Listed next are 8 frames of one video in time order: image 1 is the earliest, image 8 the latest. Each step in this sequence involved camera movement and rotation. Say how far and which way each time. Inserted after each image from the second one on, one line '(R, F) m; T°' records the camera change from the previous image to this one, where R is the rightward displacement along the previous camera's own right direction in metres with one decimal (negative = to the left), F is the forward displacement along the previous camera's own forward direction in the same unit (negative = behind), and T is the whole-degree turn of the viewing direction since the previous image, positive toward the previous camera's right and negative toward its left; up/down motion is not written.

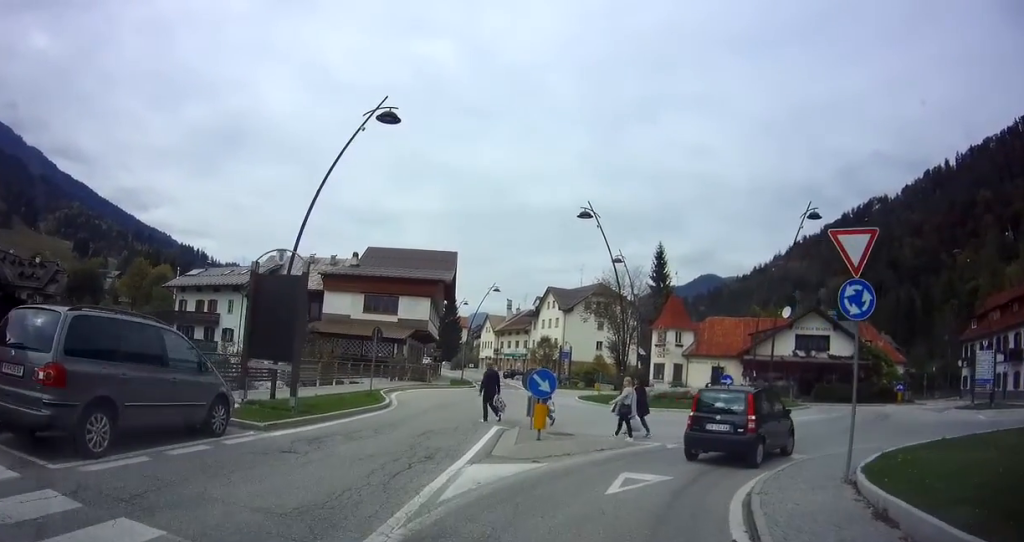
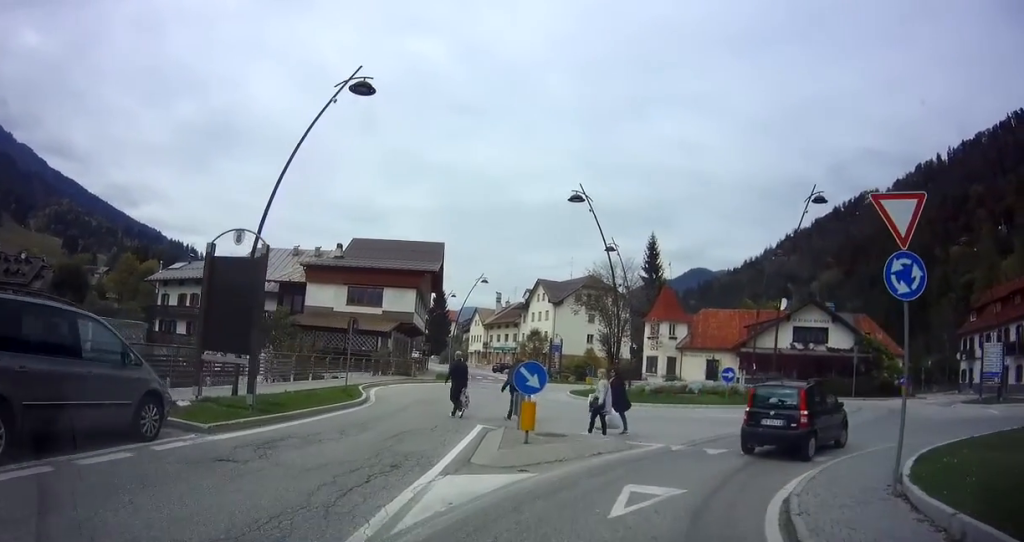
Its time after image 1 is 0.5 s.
(0.0, +1.5) m; +5°
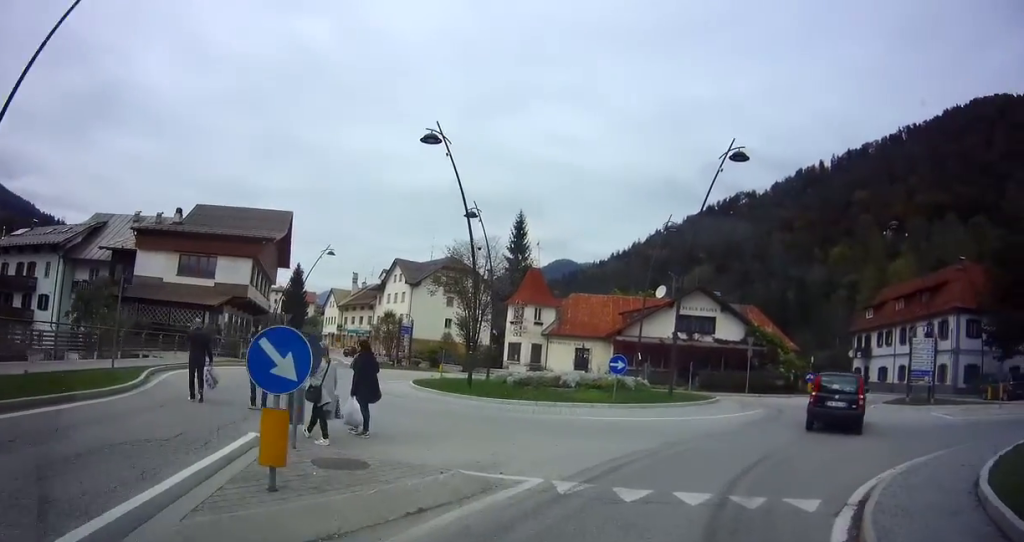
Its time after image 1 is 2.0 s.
(+1.2, +5.0) m; +30°
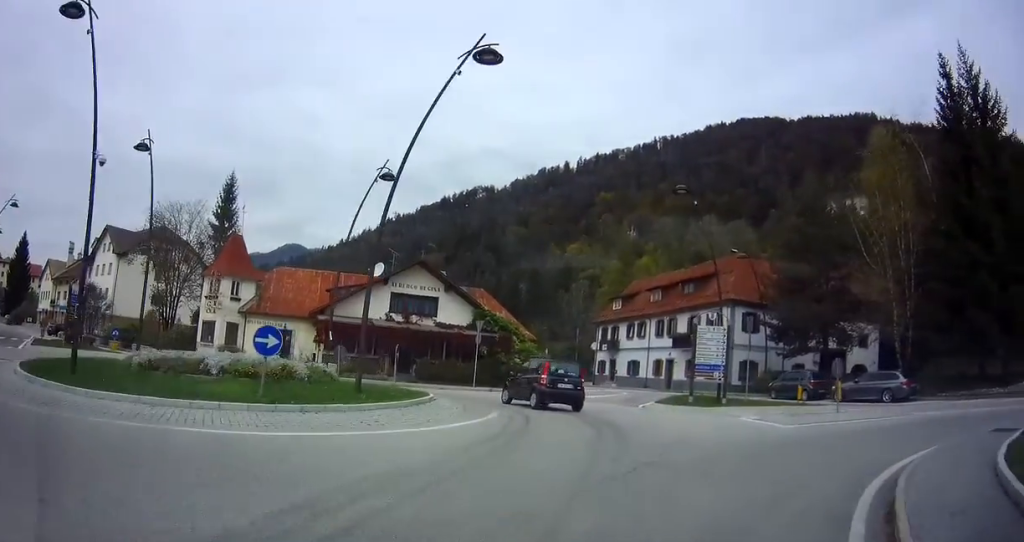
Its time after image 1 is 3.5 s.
(+1.2, +6.2) m; +15°
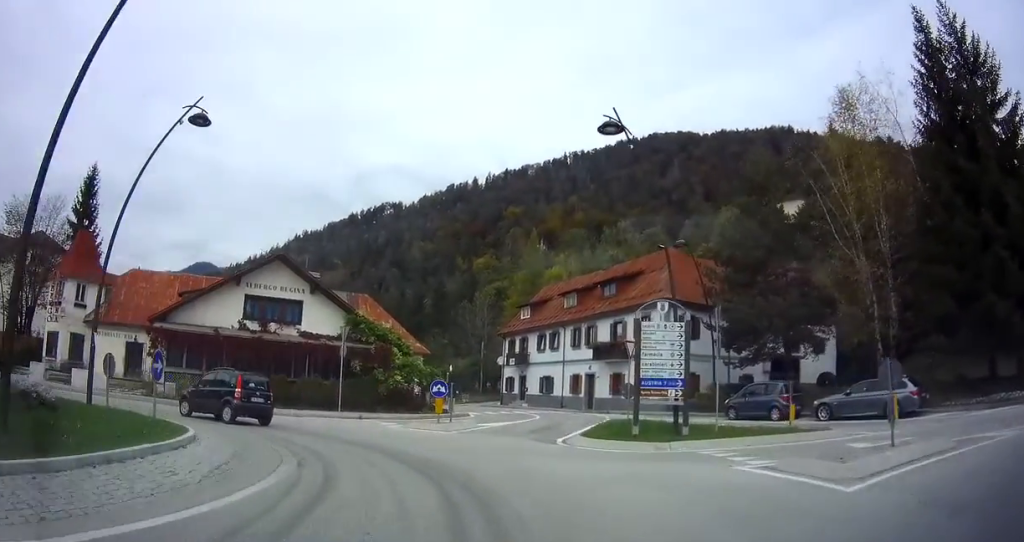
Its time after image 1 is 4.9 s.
(-0.1, +7.1) m; -12°
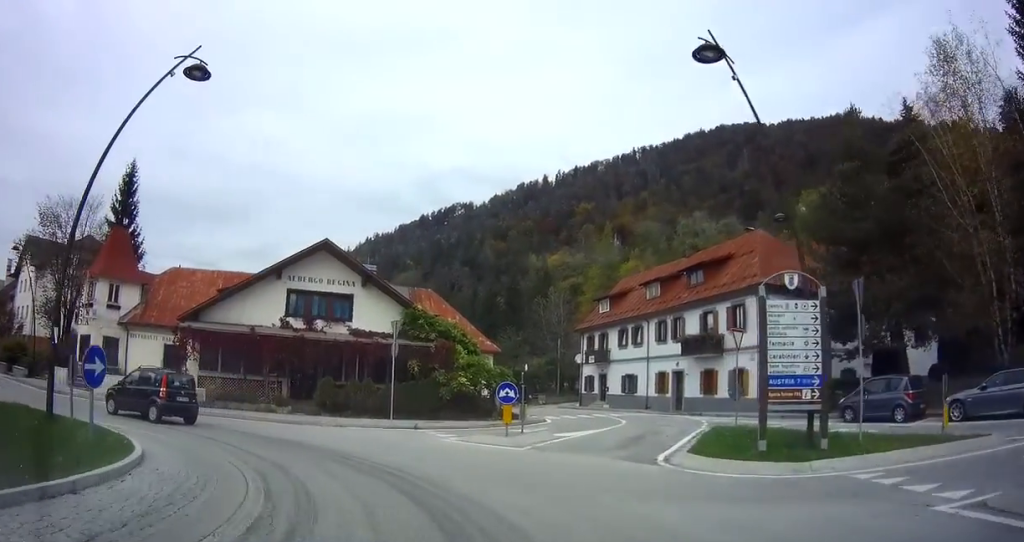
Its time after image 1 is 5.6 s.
(-0.6, +3.4) m; -12°
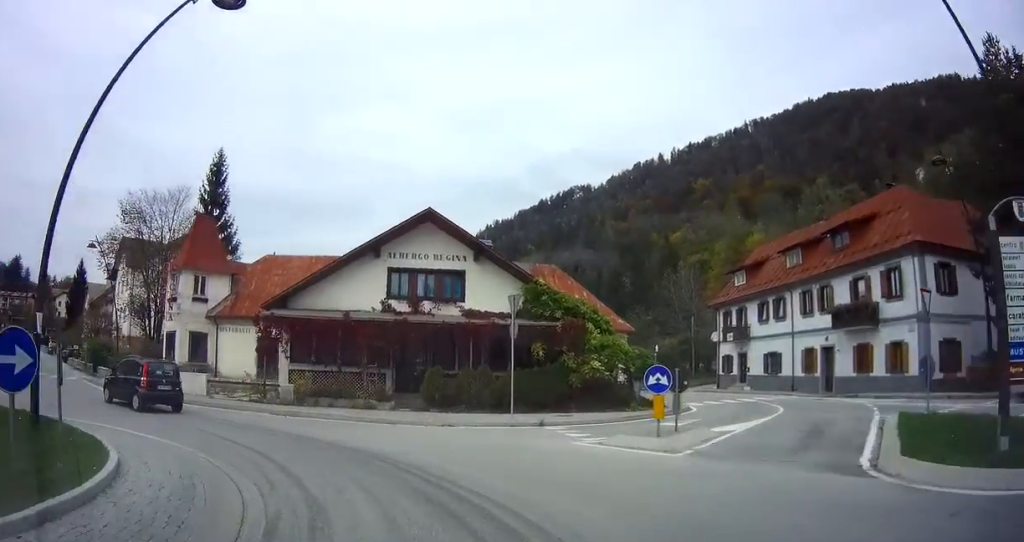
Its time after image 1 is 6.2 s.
(-0.3, +3.2) m; -14°
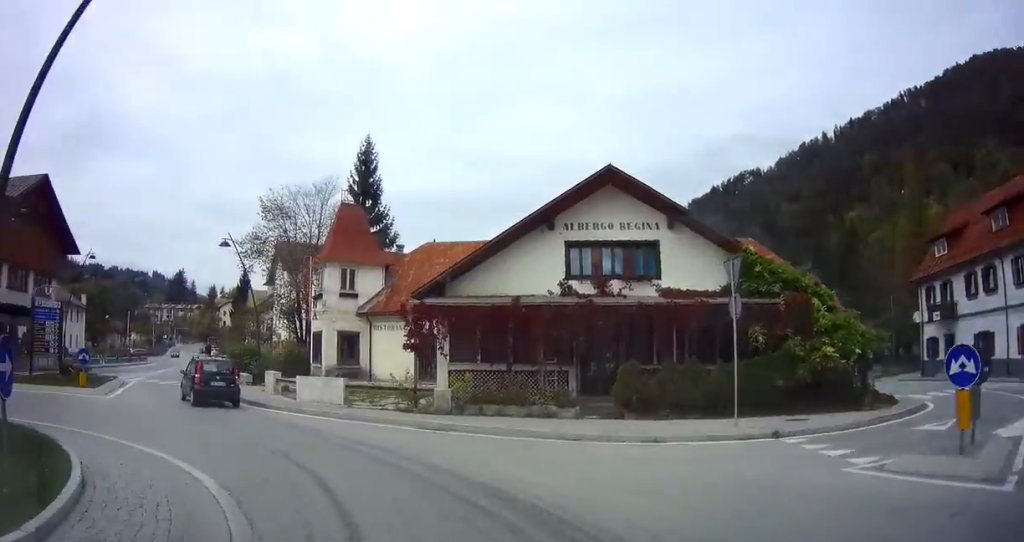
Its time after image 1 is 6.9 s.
(-0.3, +3.8) m; -17°
